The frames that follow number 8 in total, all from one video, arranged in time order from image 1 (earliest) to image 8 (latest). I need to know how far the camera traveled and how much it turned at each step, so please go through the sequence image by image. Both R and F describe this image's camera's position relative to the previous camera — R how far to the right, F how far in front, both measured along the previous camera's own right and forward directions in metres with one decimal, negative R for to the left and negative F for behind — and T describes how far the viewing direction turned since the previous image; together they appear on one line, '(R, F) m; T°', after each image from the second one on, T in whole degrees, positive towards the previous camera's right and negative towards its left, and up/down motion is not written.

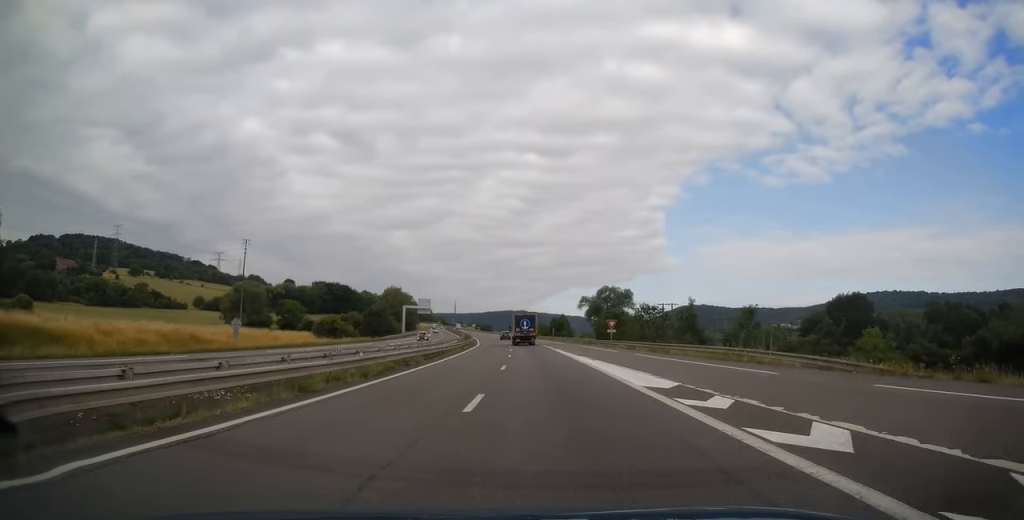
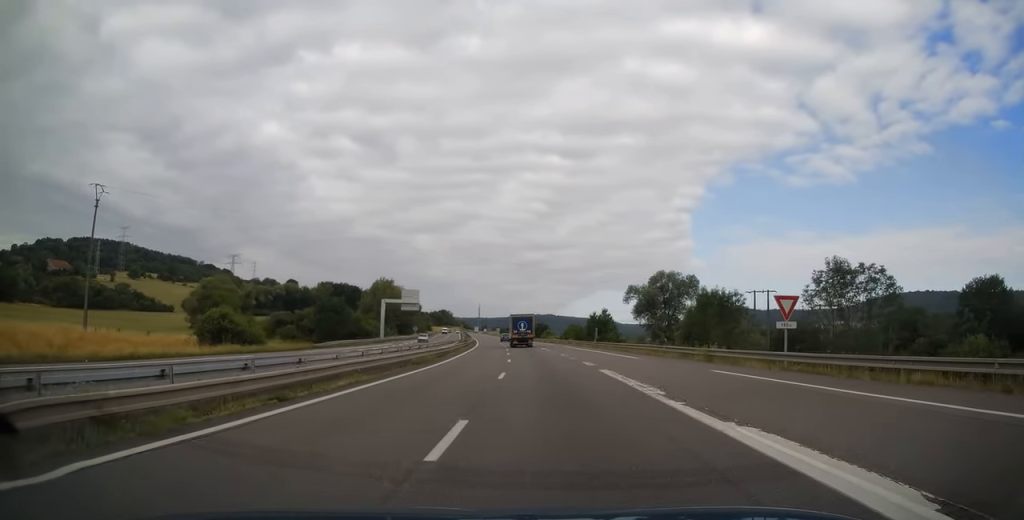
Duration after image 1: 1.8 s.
(-1.4, +43.1) m; -3°
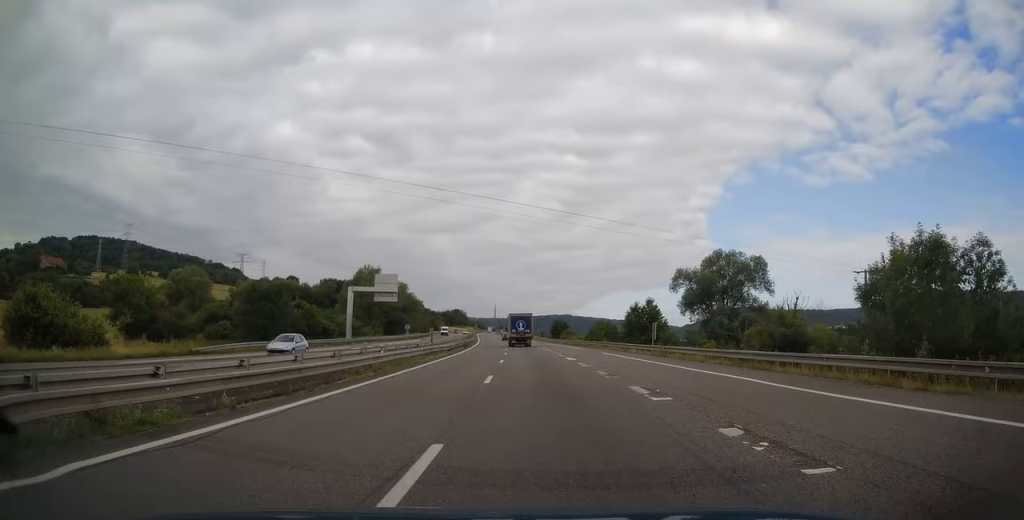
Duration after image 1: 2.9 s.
(-0.1, +28.1) m; -1°
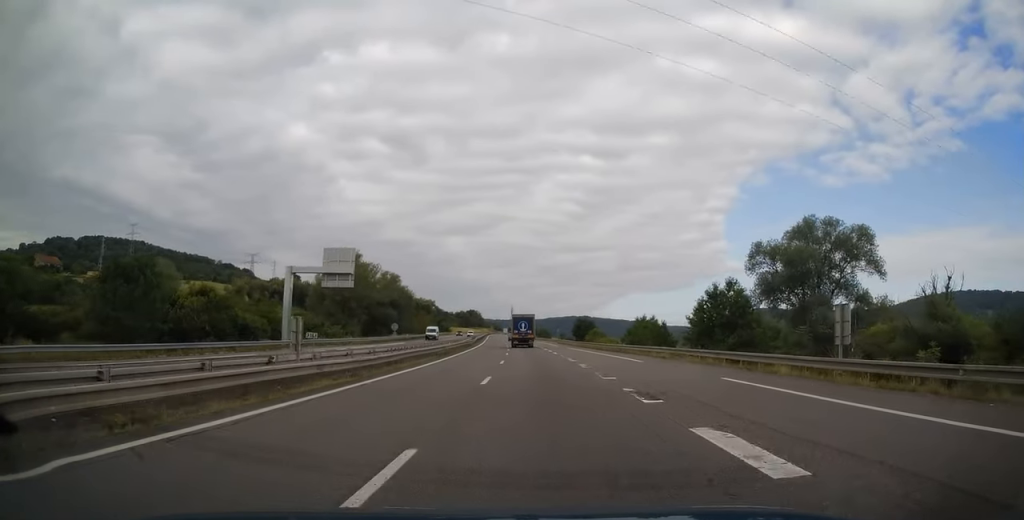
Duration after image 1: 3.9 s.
(-0.4, +26.2) m; -1°
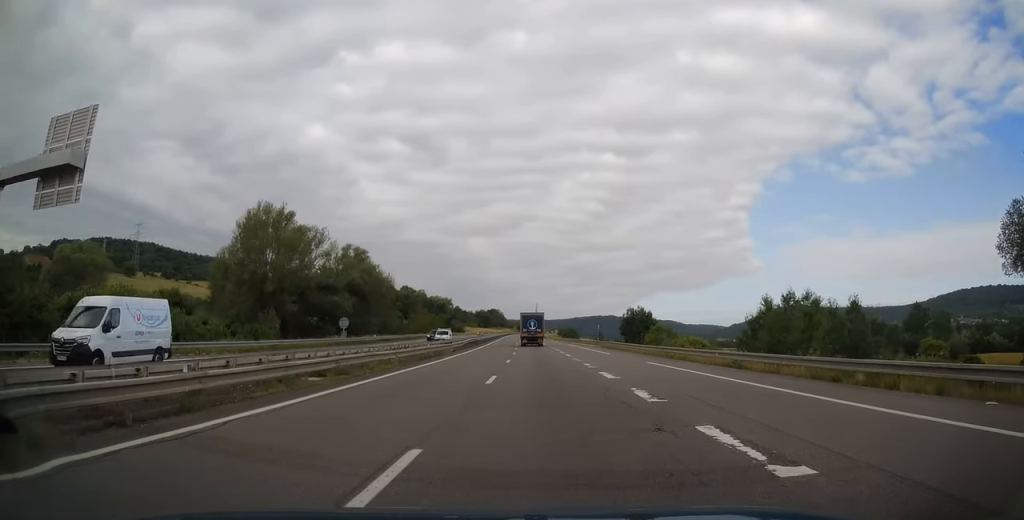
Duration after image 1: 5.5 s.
(-1.0, +38.8) m; -3°
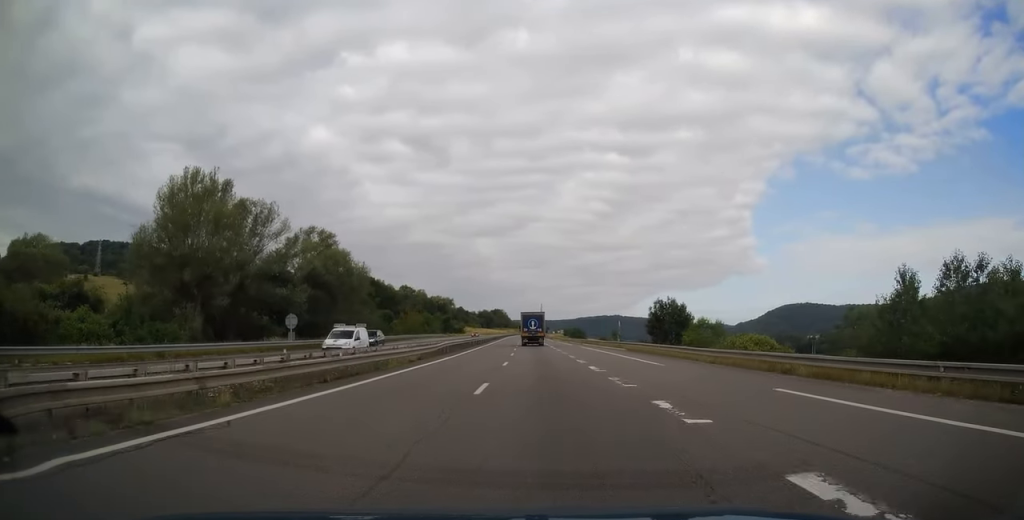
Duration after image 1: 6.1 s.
(-0.2, +16.0) m; -1°
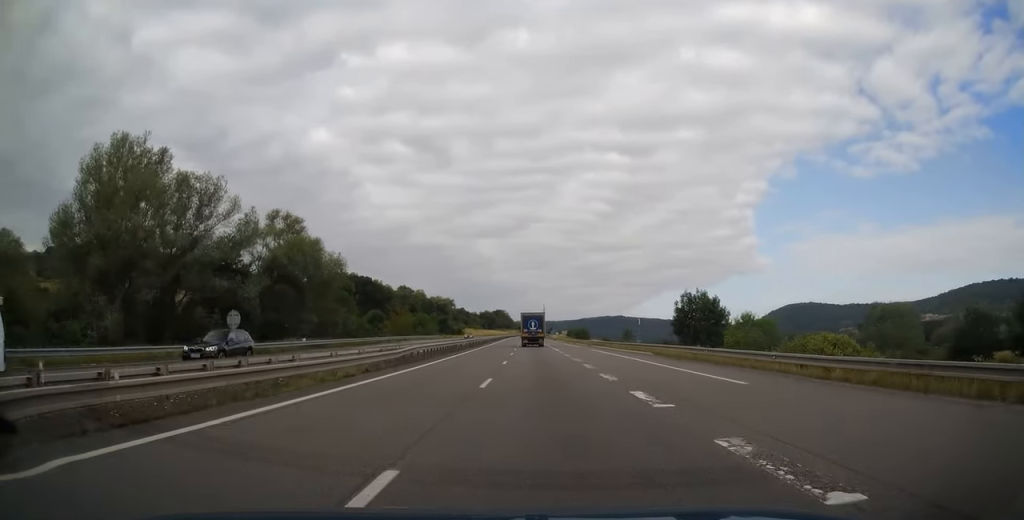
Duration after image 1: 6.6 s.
(0.0, +11.0) m; 0°
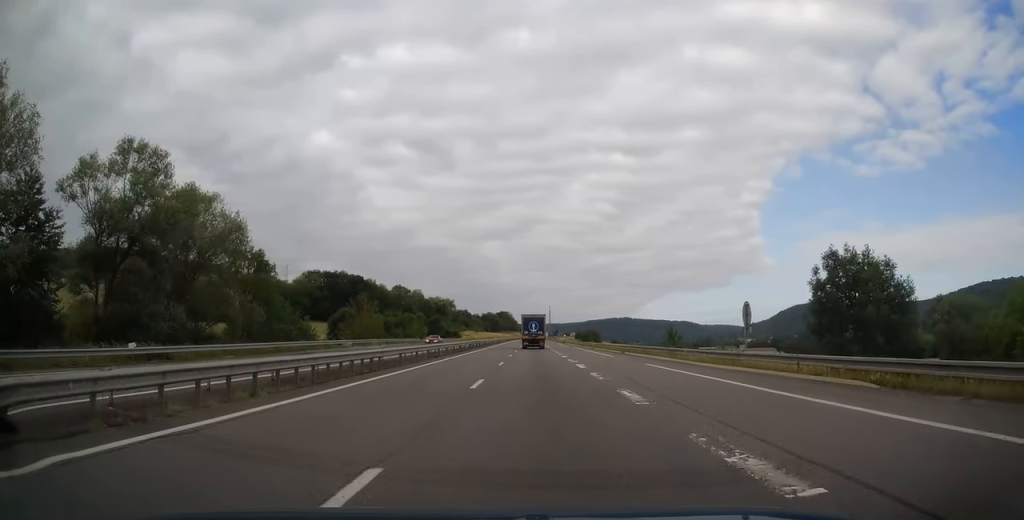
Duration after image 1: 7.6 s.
(0.0, +25.8) m; 0°
